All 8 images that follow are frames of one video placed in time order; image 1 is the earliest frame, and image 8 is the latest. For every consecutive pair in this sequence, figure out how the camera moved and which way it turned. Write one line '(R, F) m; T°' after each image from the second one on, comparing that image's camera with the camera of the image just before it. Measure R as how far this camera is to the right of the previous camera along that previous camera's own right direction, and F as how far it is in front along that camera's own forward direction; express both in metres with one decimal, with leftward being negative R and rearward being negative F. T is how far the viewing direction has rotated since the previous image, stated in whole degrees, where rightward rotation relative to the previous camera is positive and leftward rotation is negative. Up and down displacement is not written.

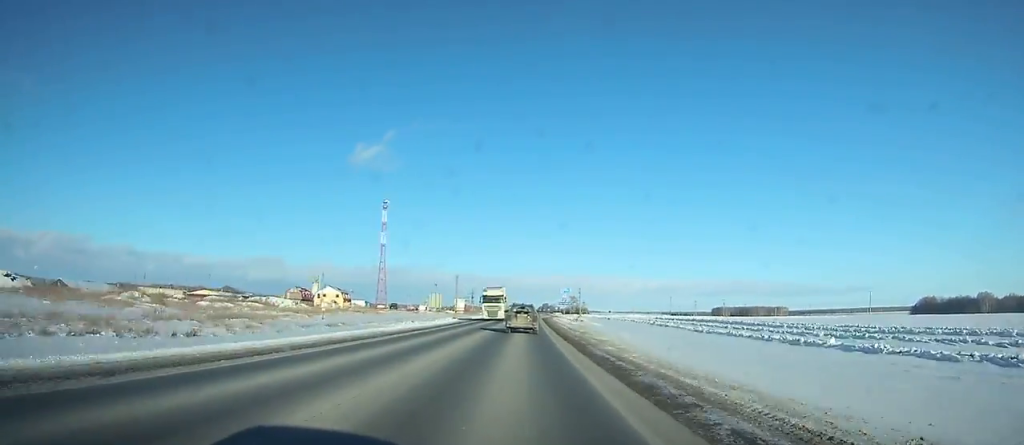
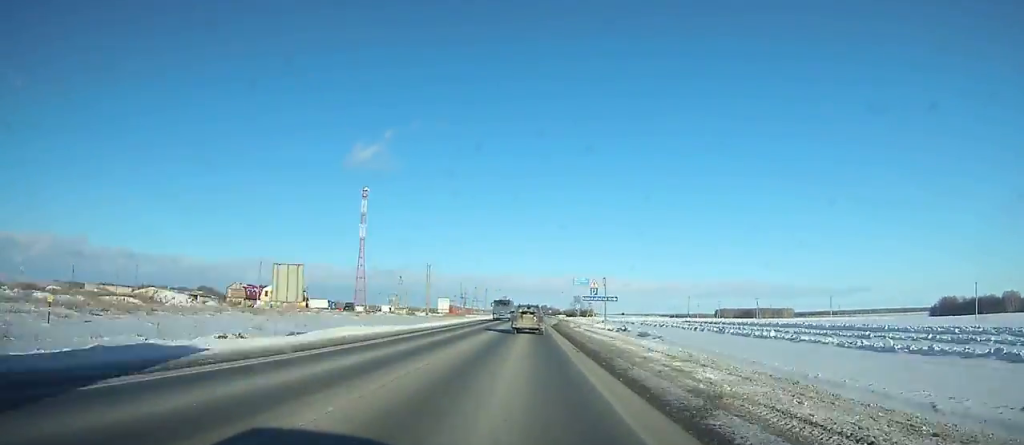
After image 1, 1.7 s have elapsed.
(+0.3, +44.4) m; +1°
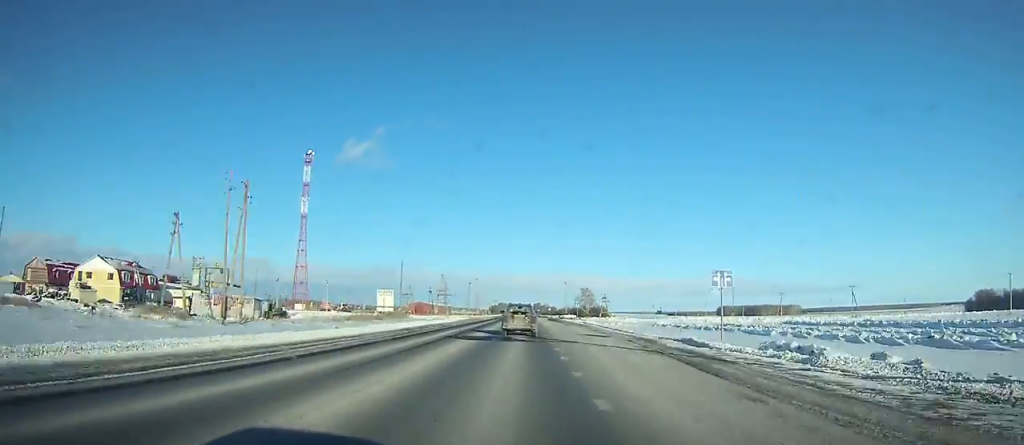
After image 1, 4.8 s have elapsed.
(+0.7, +80.9) m; +1°
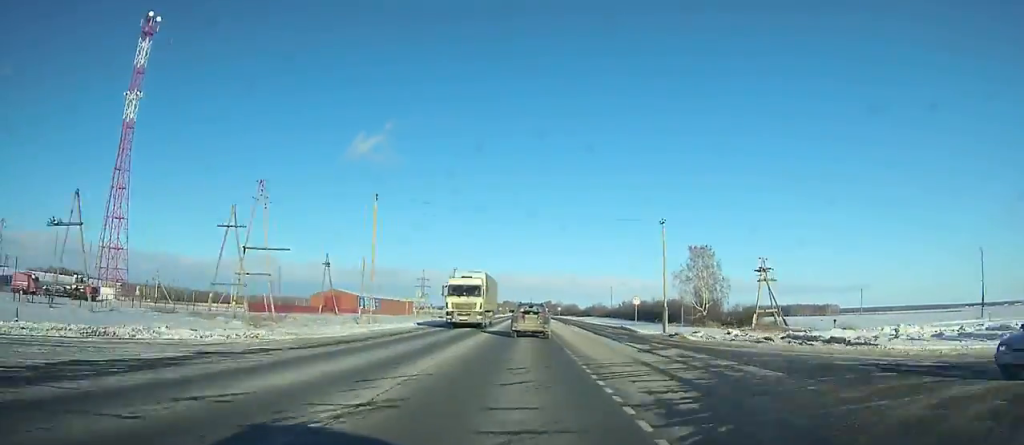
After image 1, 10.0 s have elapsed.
(-0.4, +134.6) m; 0°
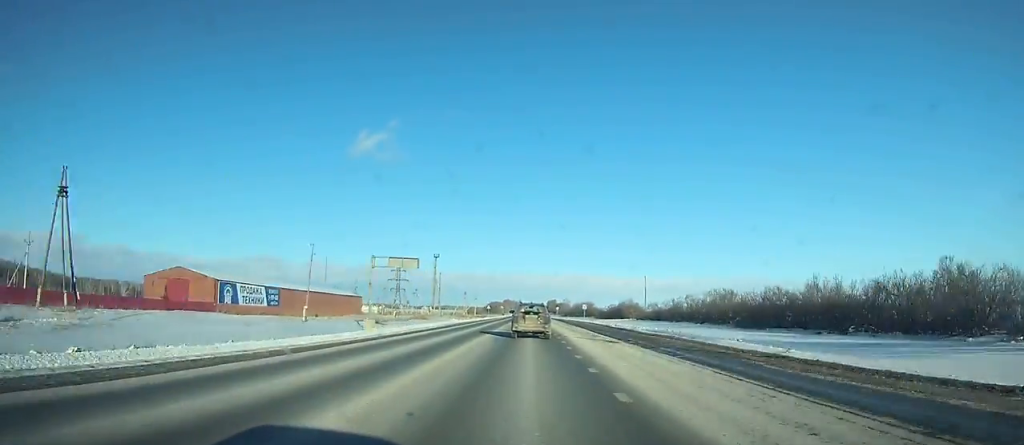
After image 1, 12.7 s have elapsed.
(0.0, +68.9) m; 0°
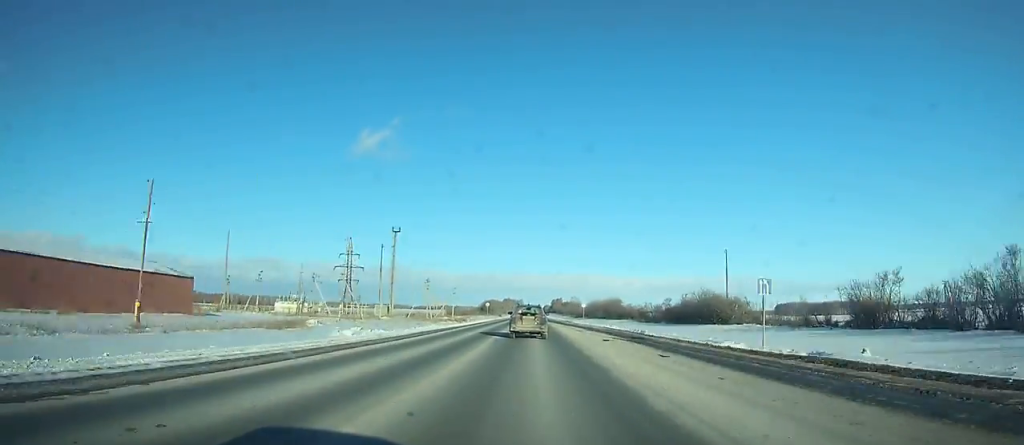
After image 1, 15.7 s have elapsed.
(0.0, +76.1) m; 0°
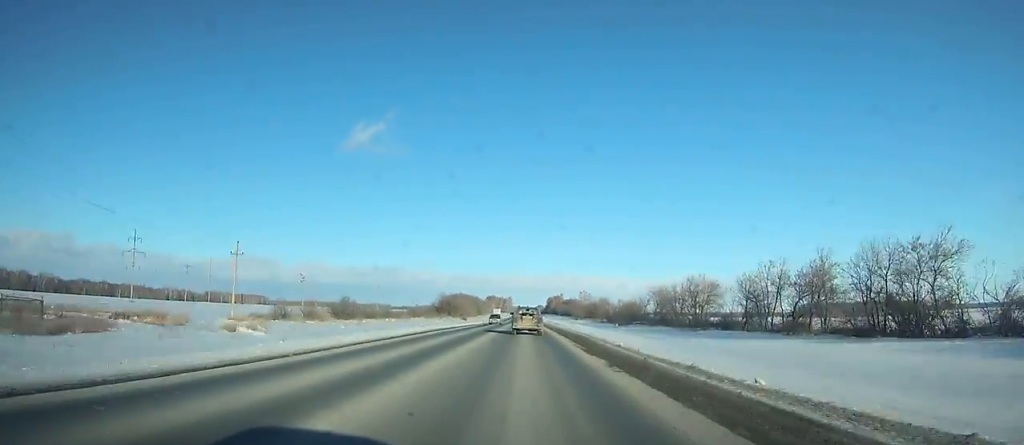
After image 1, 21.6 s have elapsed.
(+1.2, +150.9) m; 0°
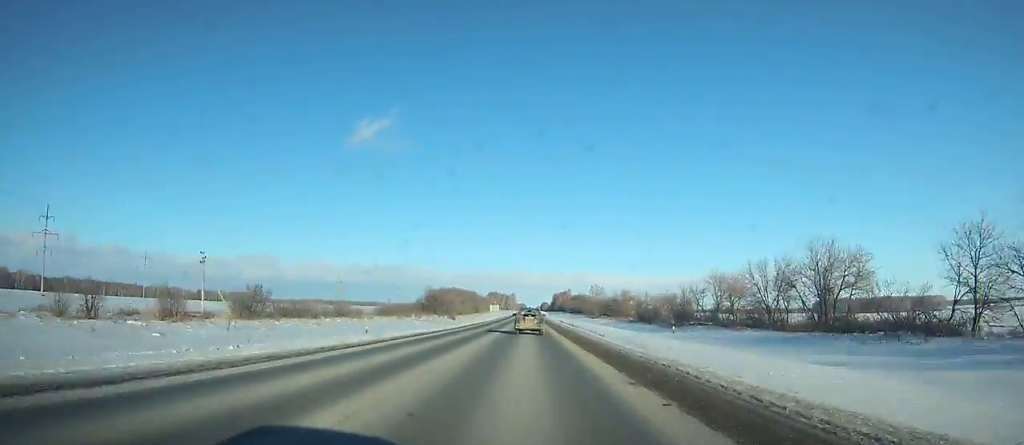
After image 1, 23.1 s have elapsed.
(-0.1, +39.2) m; 0°
